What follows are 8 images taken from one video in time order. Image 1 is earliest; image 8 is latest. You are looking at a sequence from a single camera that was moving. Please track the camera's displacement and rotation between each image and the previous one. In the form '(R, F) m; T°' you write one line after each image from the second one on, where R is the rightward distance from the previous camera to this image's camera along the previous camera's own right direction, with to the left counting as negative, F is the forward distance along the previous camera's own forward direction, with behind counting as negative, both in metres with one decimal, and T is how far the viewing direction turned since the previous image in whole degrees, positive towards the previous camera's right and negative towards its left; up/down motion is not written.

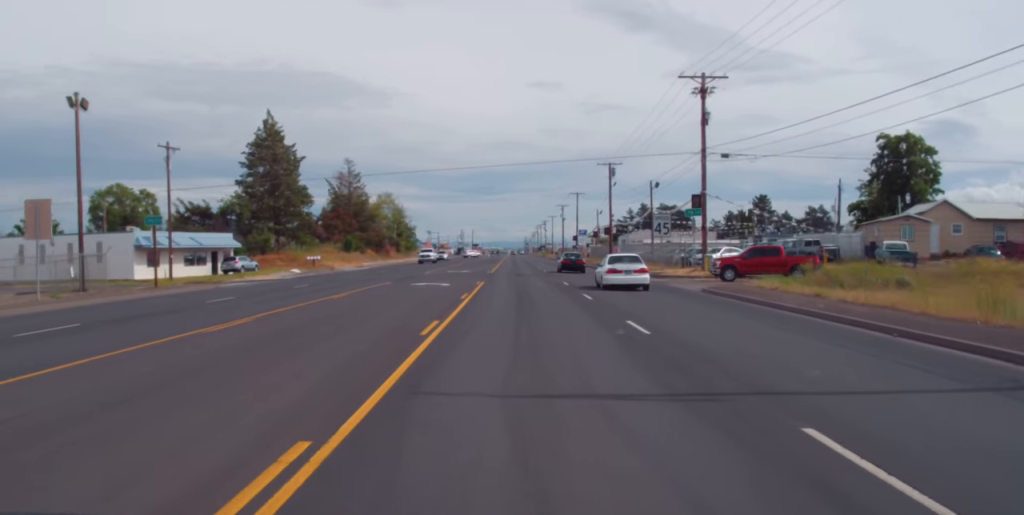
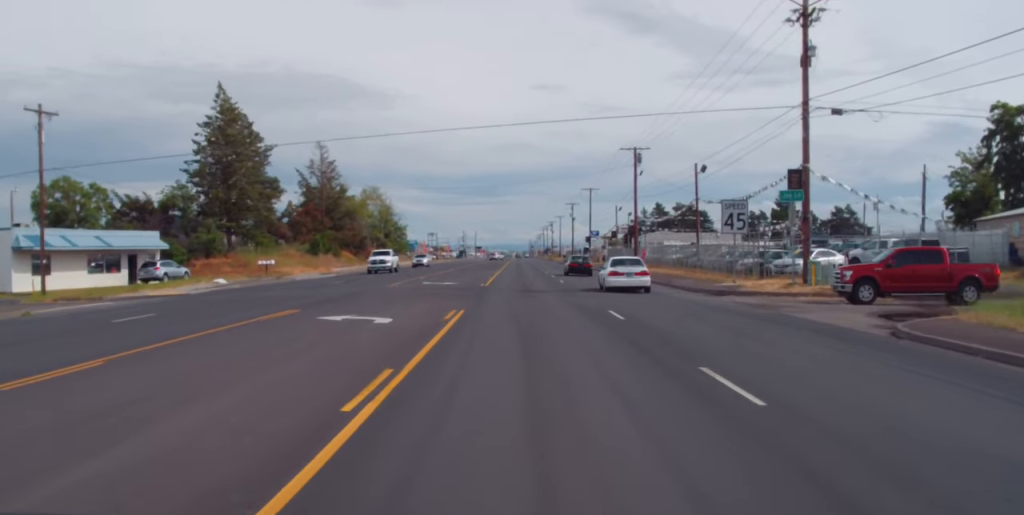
(-0.1, +19.8) m; 0°
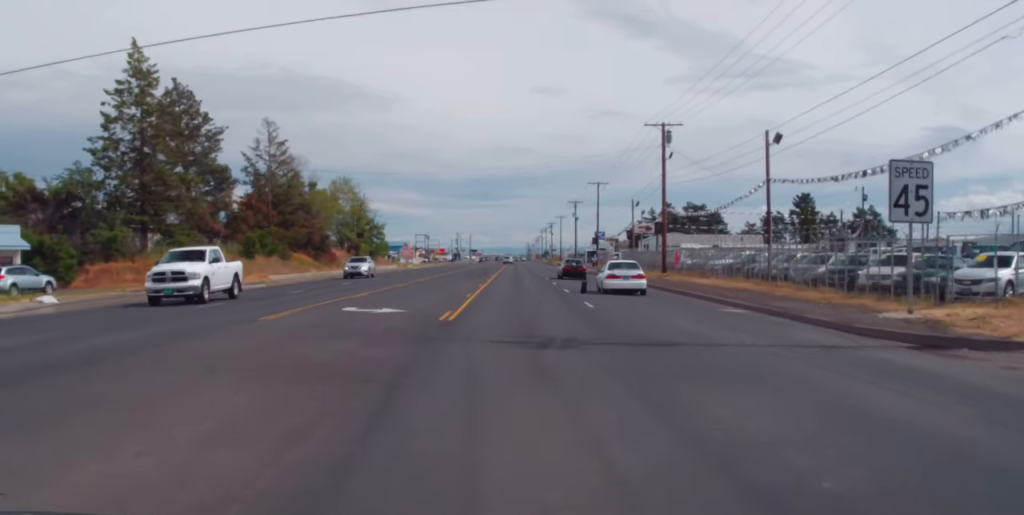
(0.0, +20.3) m; 0°
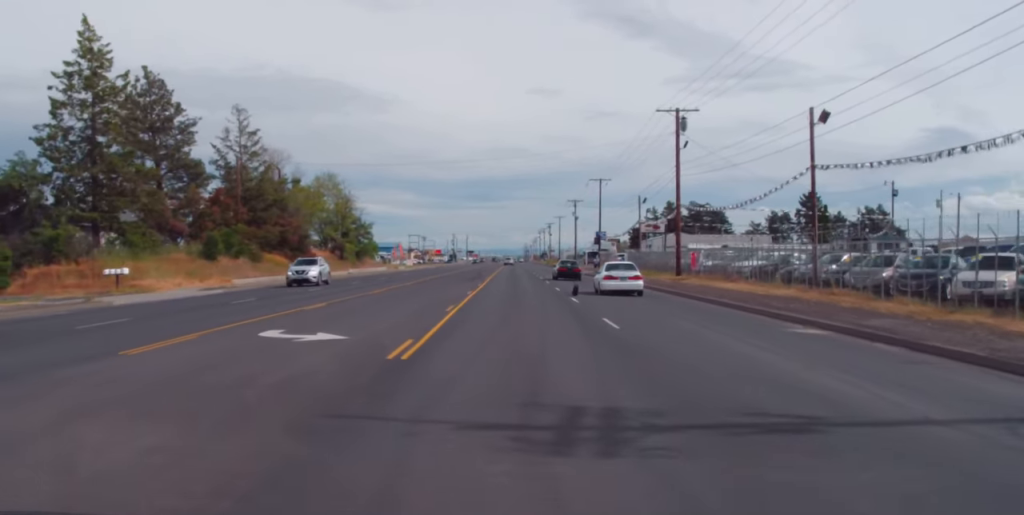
(0.0, +7.9) m; 0°
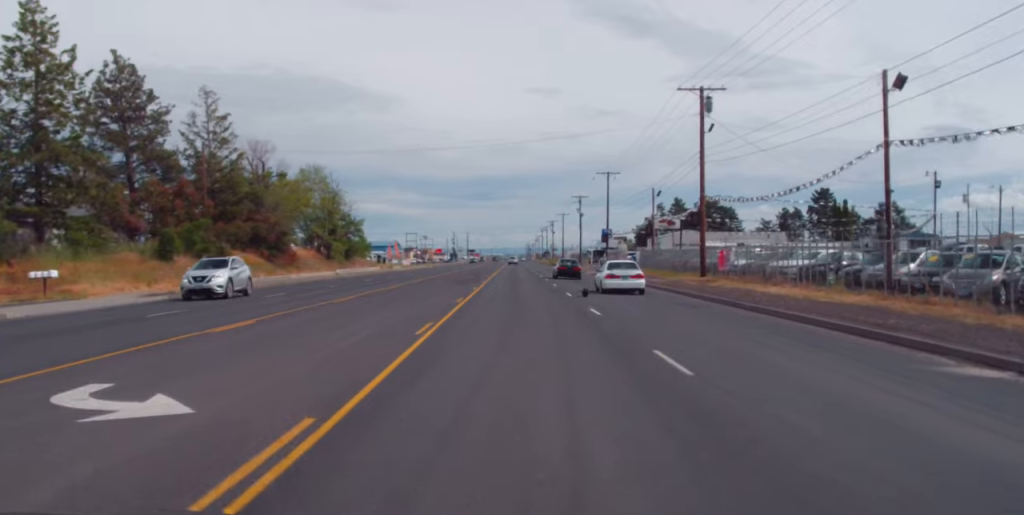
(-0.1, +8.0) m; 0°
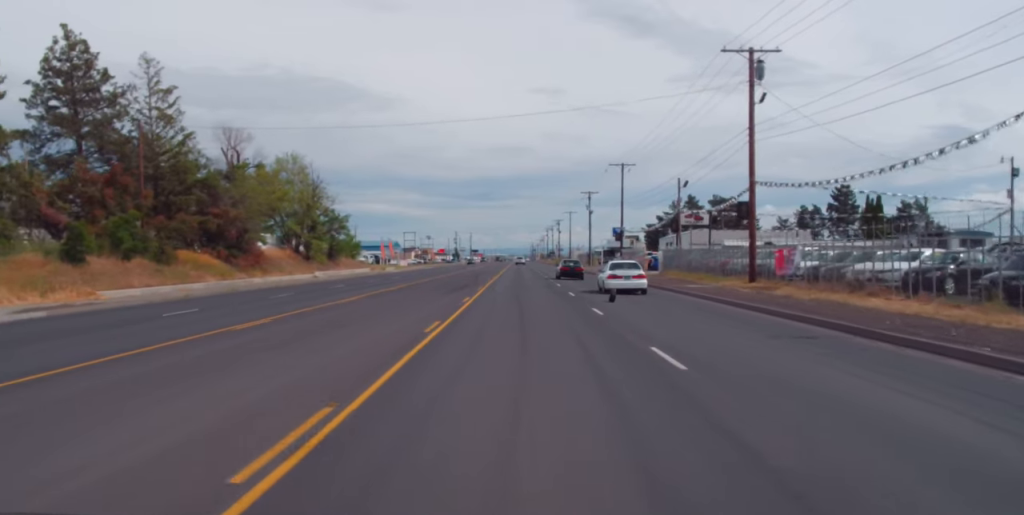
(0.0, +11.3) m; 0°
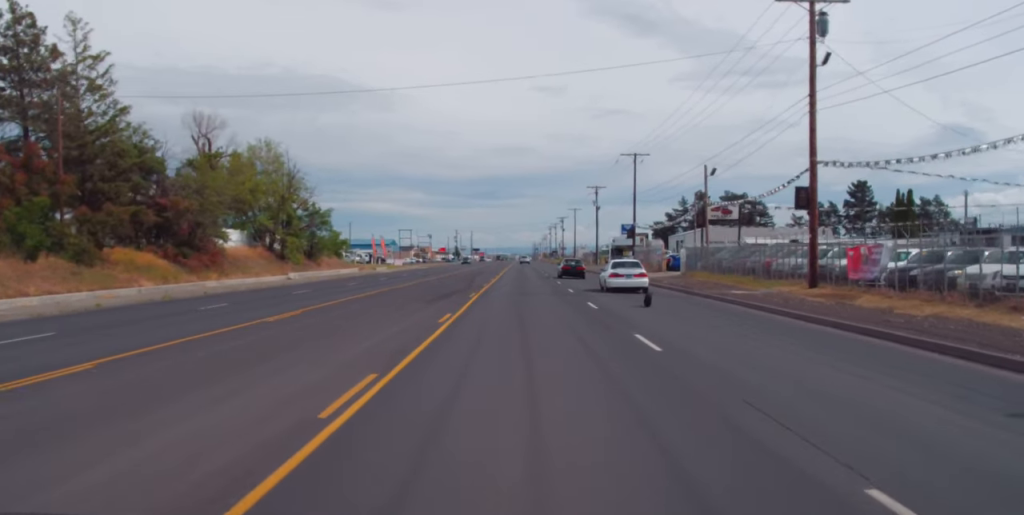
(+0.1, +9.6) m; 0°
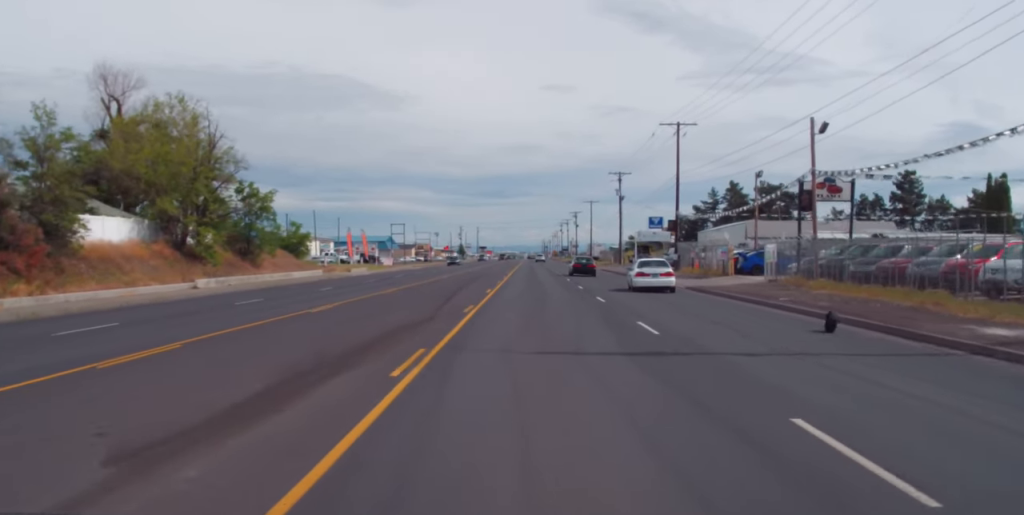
(+0.1, +21.4) m; +1°
